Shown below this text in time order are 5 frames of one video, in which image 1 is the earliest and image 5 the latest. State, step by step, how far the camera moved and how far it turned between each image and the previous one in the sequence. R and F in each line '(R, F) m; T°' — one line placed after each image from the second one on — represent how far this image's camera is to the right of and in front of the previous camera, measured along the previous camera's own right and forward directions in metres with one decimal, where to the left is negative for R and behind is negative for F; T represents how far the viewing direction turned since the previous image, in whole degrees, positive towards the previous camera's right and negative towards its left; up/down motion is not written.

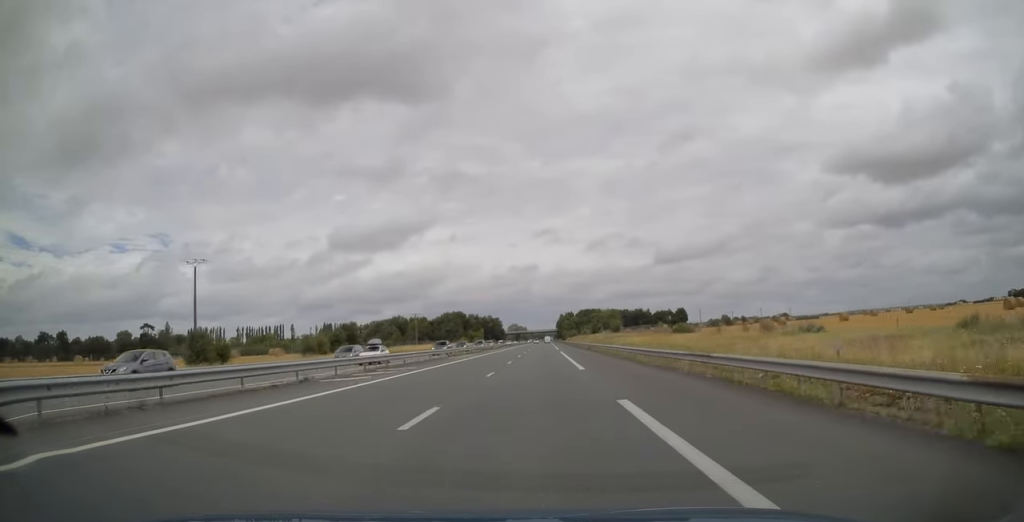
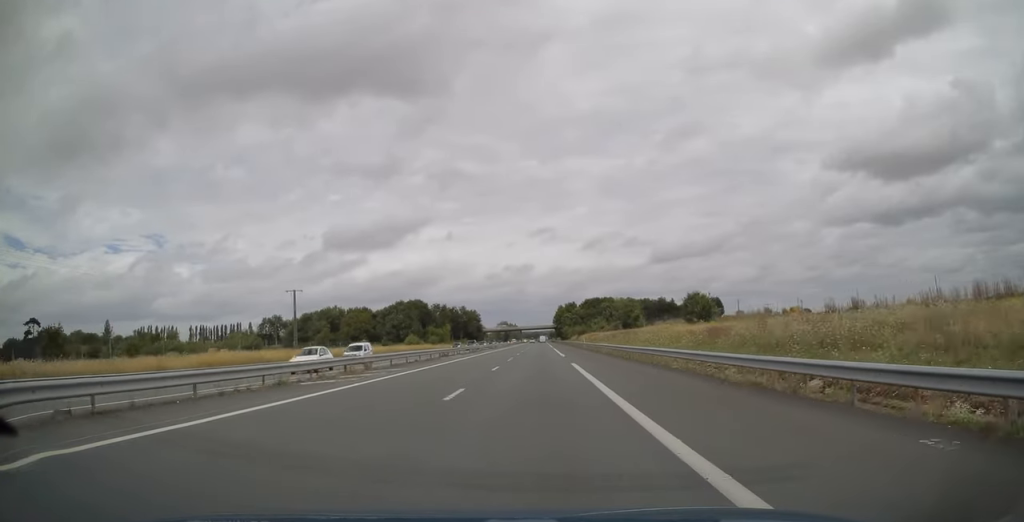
(0.0, +86.2) m; 0°
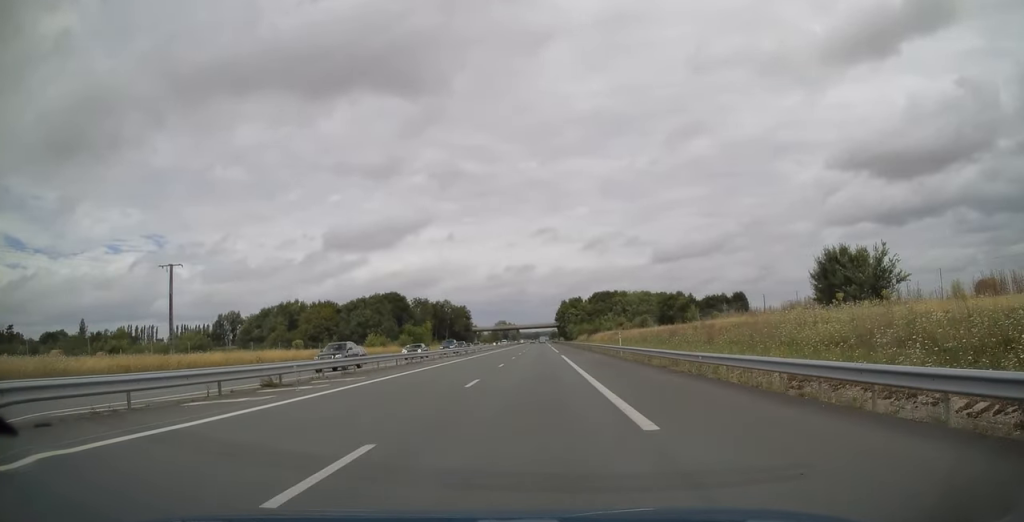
(+0.1, +34.8) m; 0°
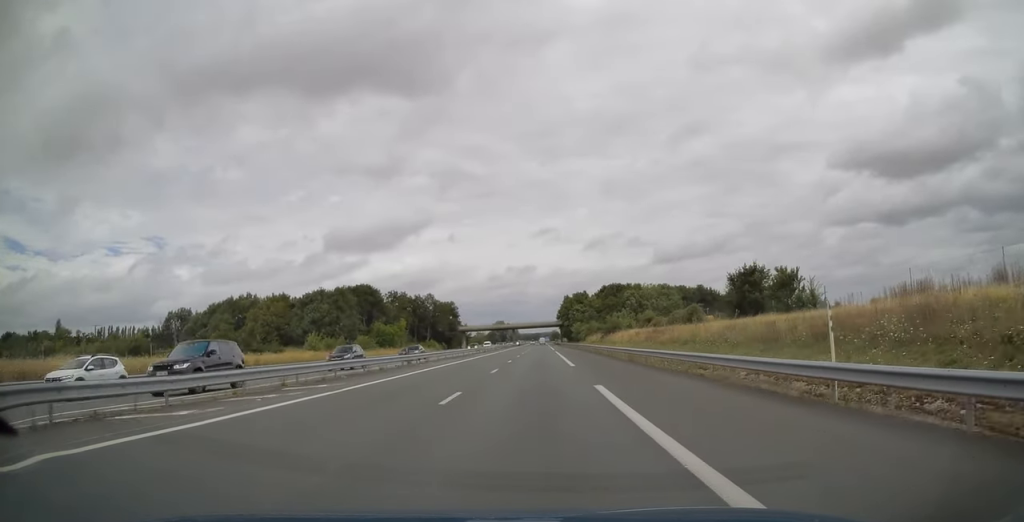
(-0.1, +30.5) m; 0°
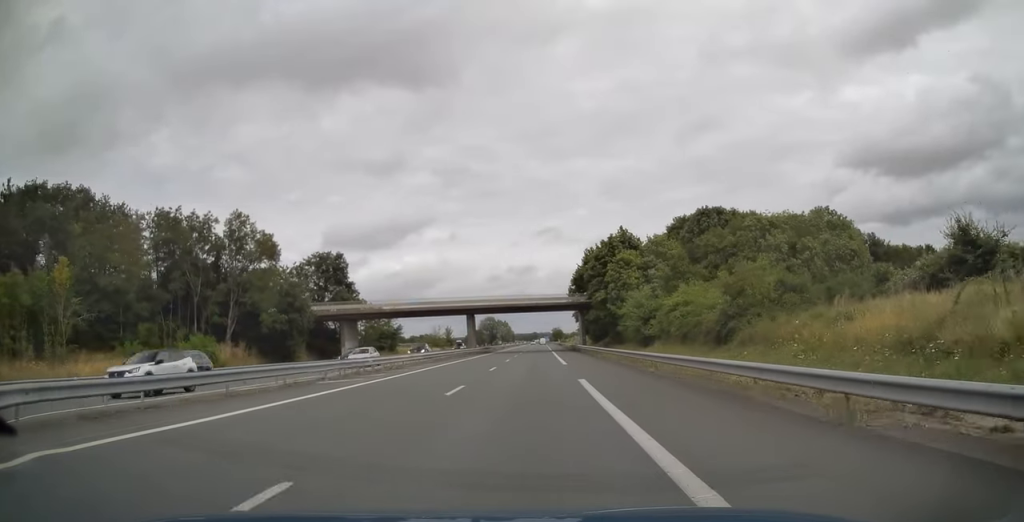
(-0.4, +101.4) m; 0°
